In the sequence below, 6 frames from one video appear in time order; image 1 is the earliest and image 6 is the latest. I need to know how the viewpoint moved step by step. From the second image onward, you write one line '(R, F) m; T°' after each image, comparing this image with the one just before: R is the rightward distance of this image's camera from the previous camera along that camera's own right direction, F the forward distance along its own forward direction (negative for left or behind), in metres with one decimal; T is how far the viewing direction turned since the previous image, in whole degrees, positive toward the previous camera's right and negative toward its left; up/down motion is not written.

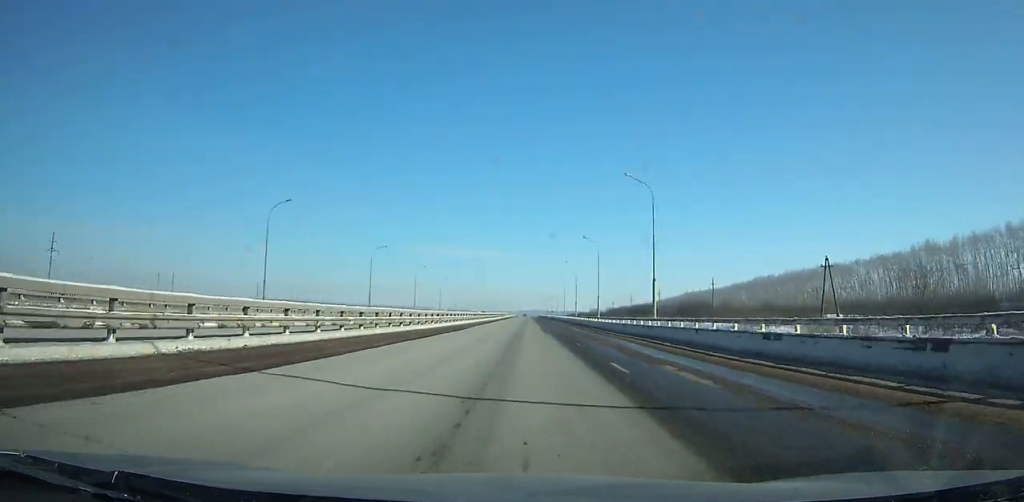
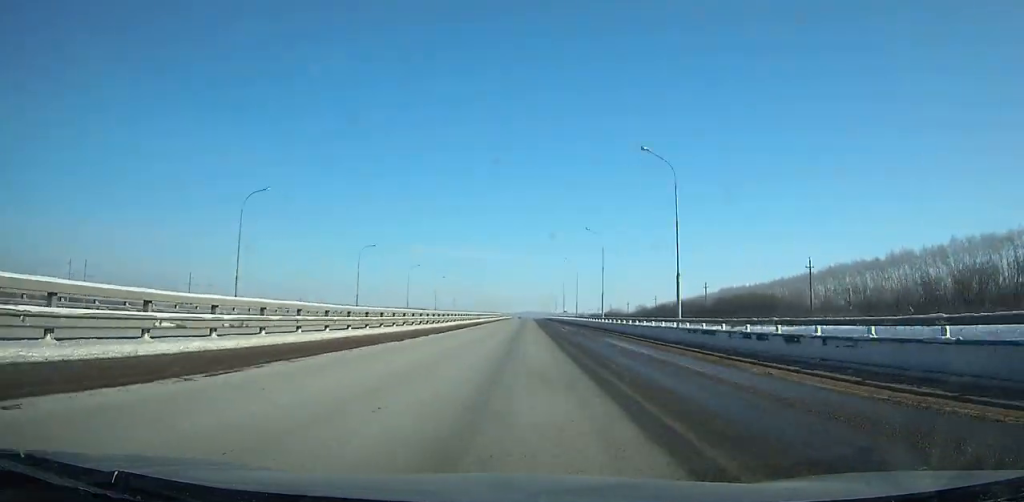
(+0.2, +85.6) m; 0°
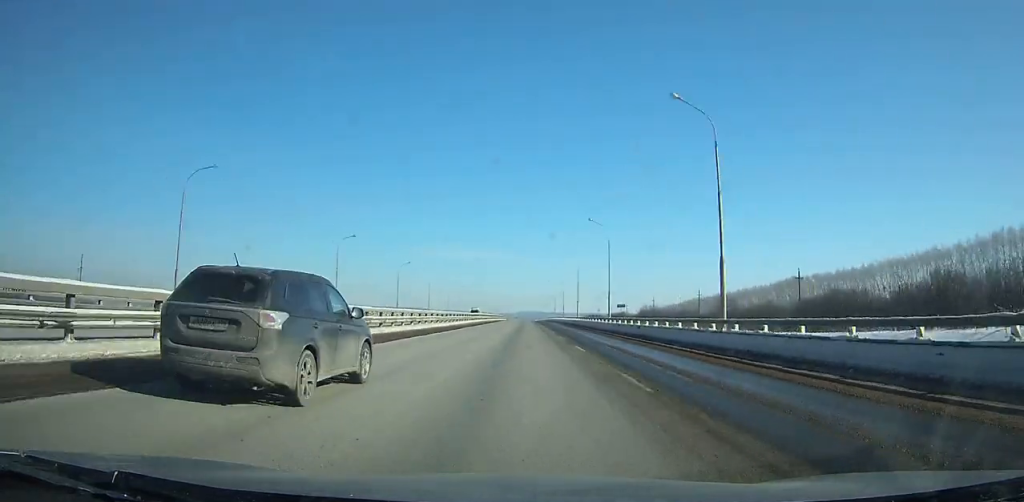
(-0.3, +88.9) m; 0°
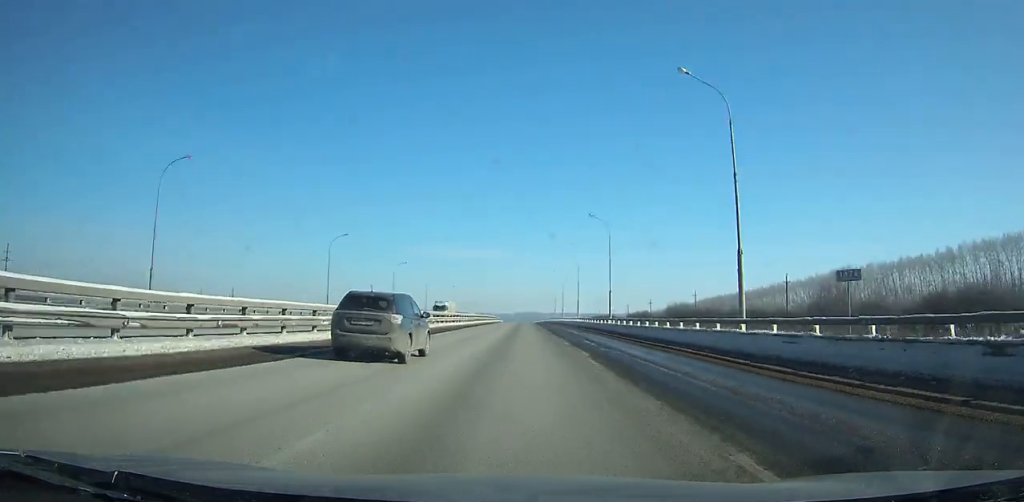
(-0.1, +43.4) m; 0°
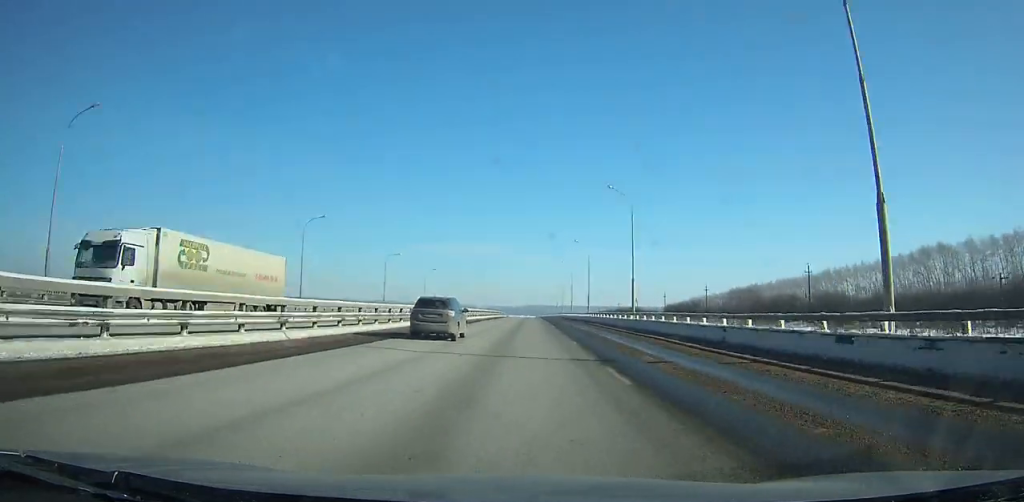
(-0.1, +51.8) m; 0°
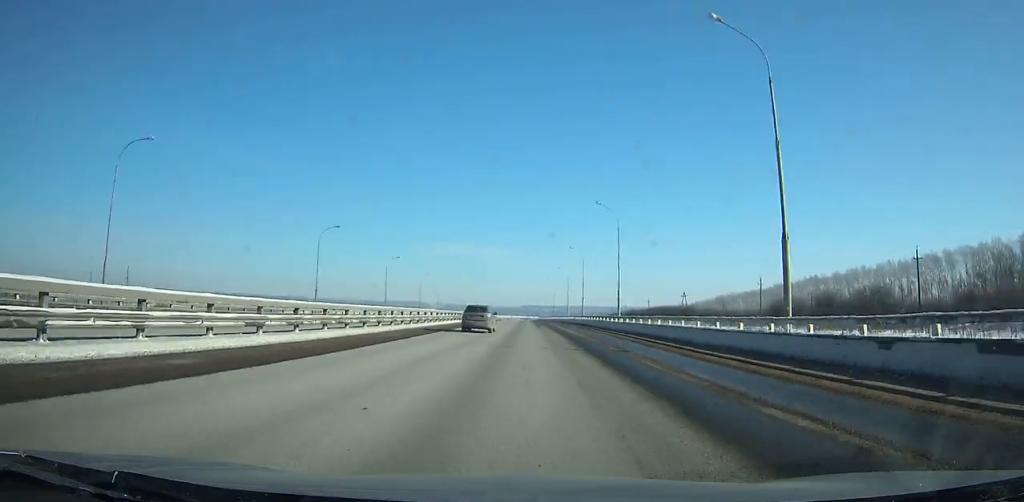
(-0.1, +74.0) m; 0°
